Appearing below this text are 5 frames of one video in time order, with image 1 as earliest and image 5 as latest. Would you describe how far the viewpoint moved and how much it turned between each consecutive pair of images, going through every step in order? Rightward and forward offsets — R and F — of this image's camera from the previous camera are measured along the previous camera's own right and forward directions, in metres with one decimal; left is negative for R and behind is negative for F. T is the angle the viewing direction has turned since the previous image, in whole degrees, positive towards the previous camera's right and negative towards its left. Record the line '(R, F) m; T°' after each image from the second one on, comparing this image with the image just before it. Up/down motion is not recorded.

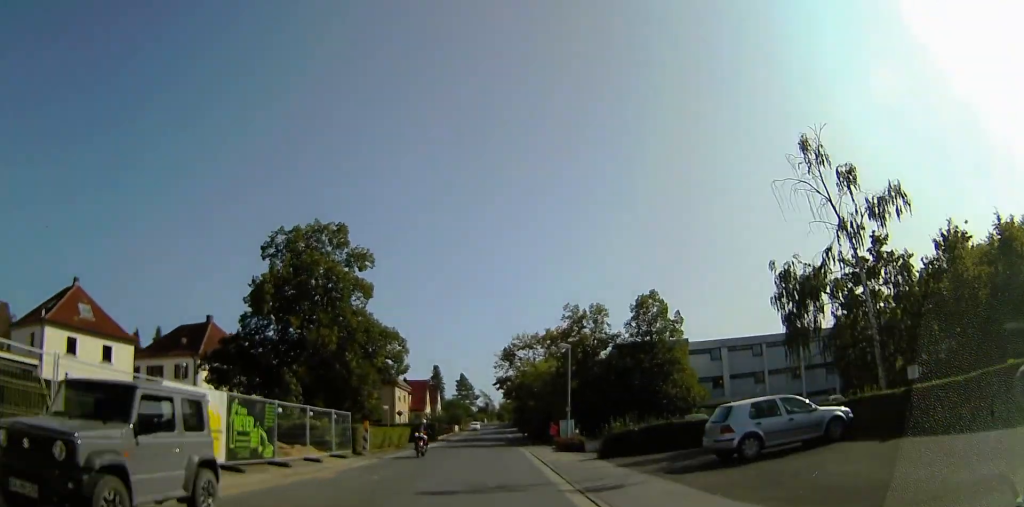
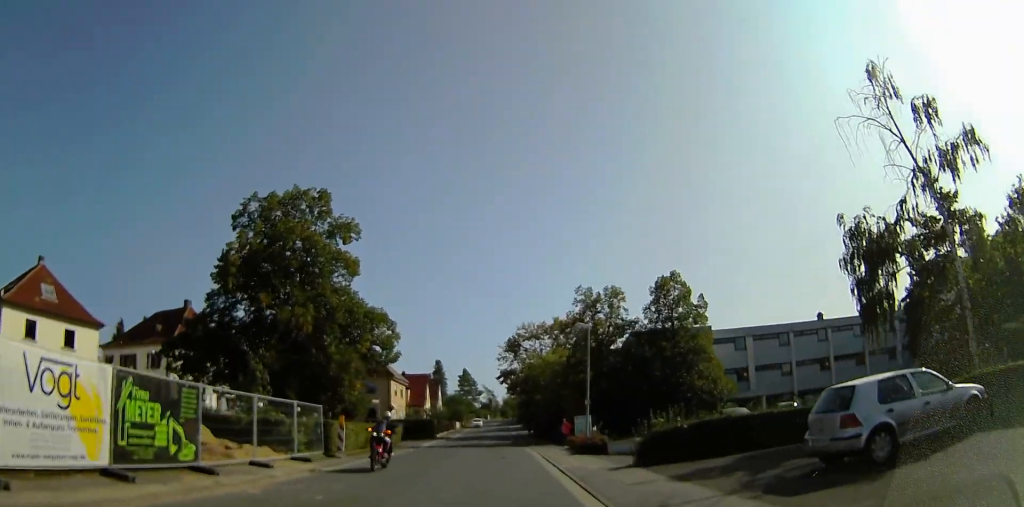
(-0.2, +5.4) m; -2°
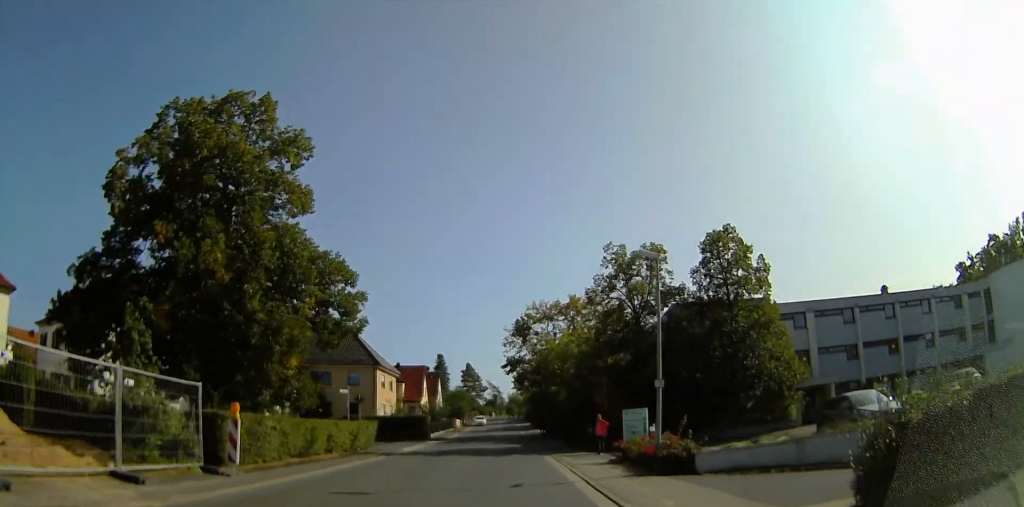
(-0.2, +10.6) m; 0°
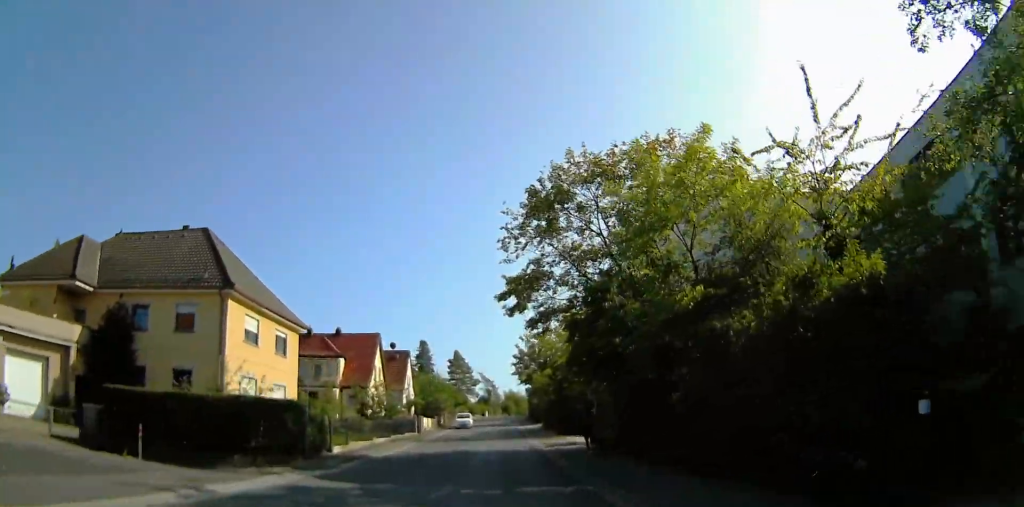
(+0.9, +32.7) m; +1°
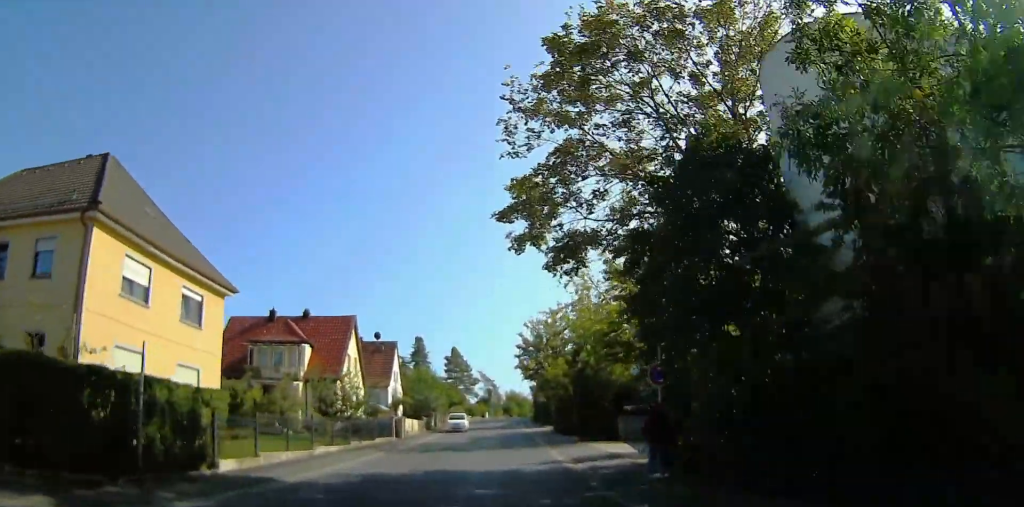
(-0.2, +10.4) m; -1°
